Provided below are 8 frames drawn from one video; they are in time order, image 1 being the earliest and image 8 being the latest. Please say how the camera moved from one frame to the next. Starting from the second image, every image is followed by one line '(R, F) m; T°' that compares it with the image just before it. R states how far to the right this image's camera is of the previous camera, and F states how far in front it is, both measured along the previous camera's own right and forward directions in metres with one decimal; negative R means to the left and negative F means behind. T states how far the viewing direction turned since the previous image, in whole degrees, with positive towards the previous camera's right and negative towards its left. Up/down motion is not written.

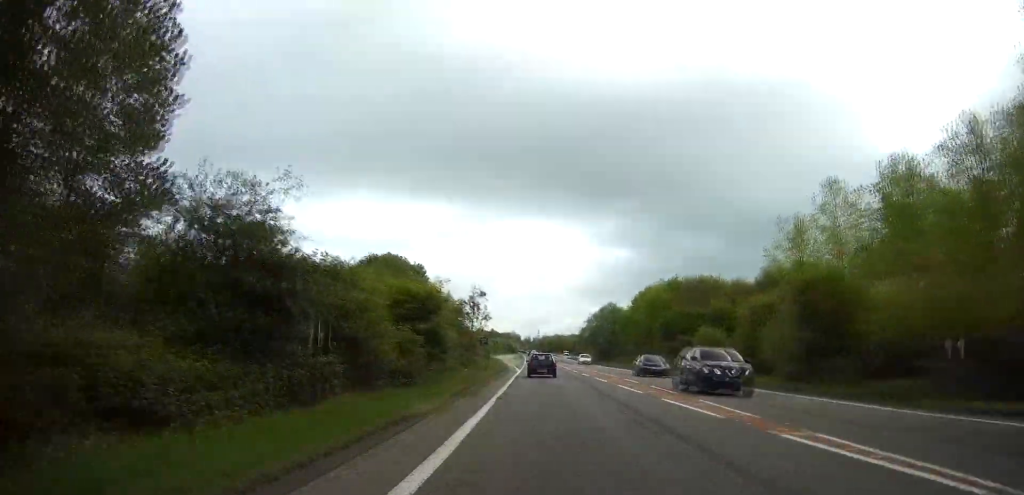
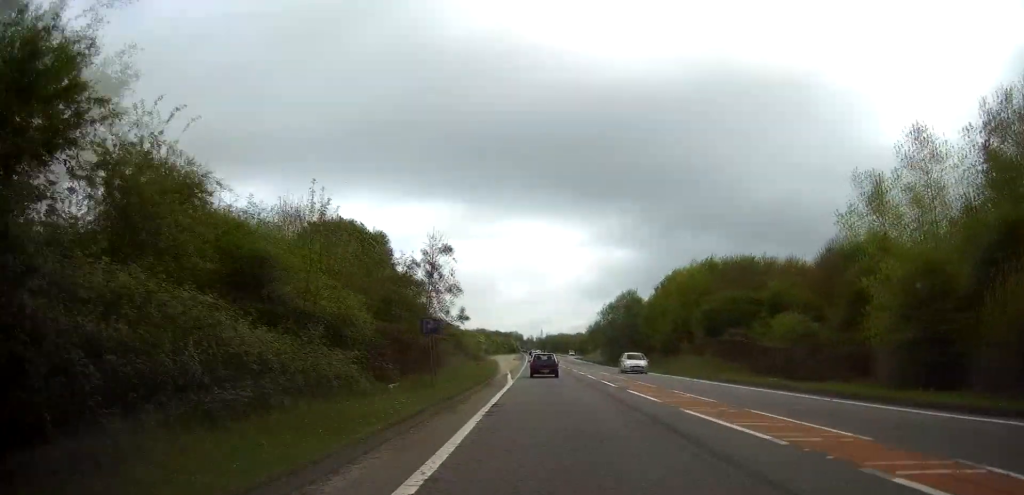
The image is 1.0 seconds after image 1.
(+0.1, +21.2) m; 0°
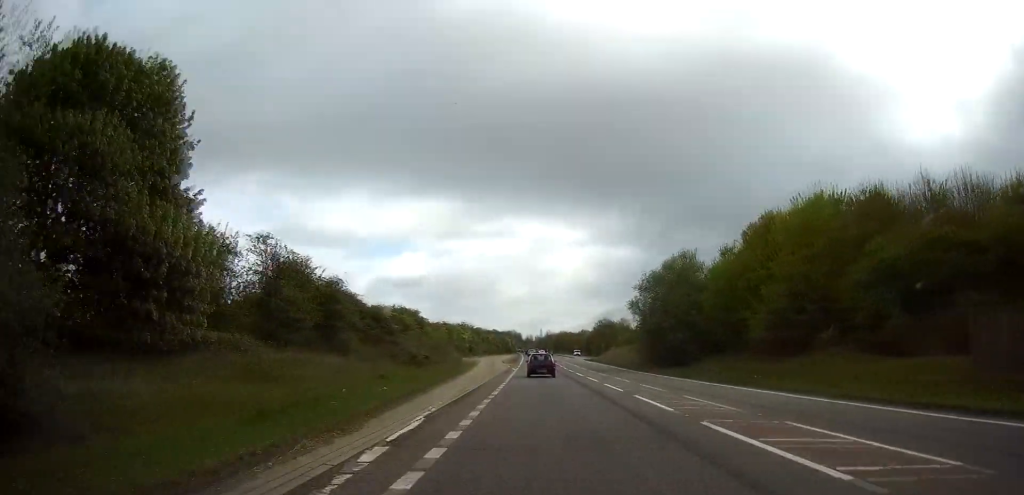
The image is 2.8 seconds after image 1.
(-0.1, +36.9) m; -1°
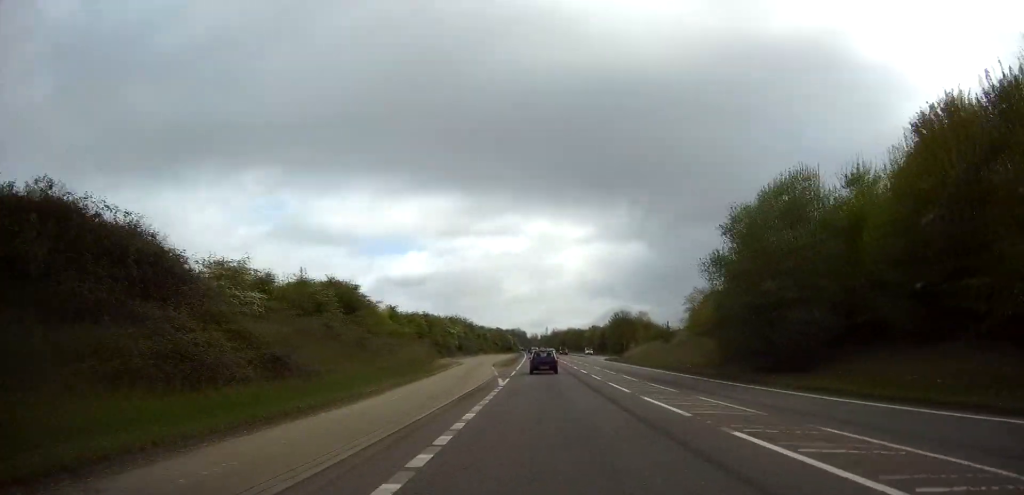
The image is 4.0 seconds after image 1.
(-0.2, +27.4) m; 0°
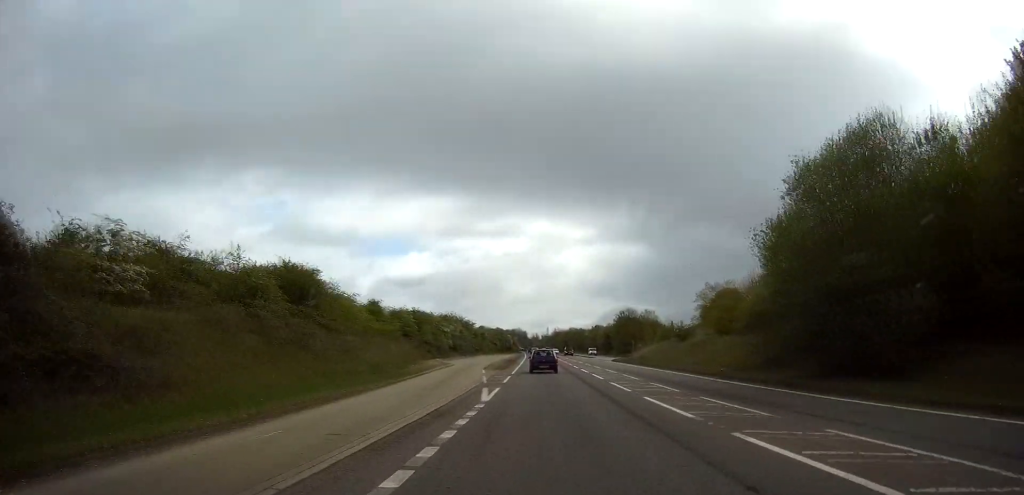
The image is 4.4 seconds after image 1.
(+0.1, +9.4) m; 0°
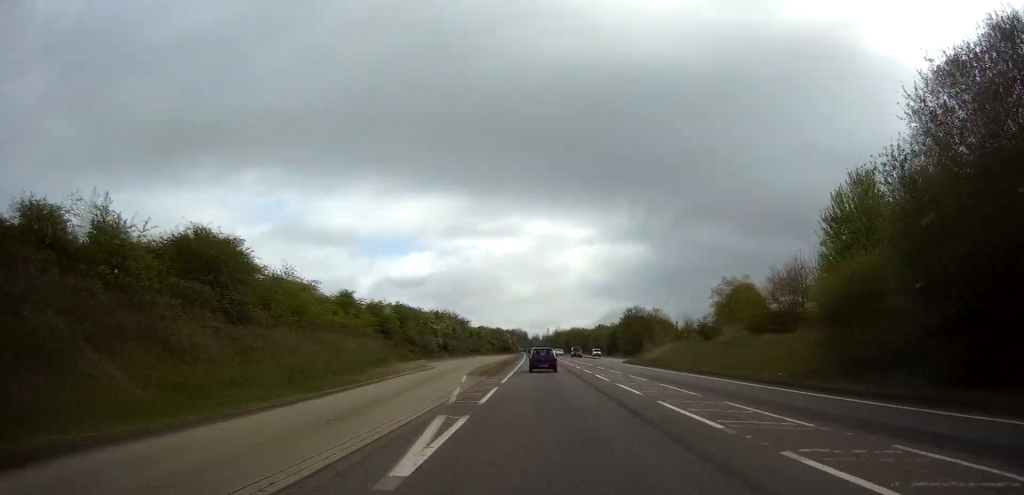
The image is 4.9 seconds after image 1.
(0.0, +11.3) m; 0°
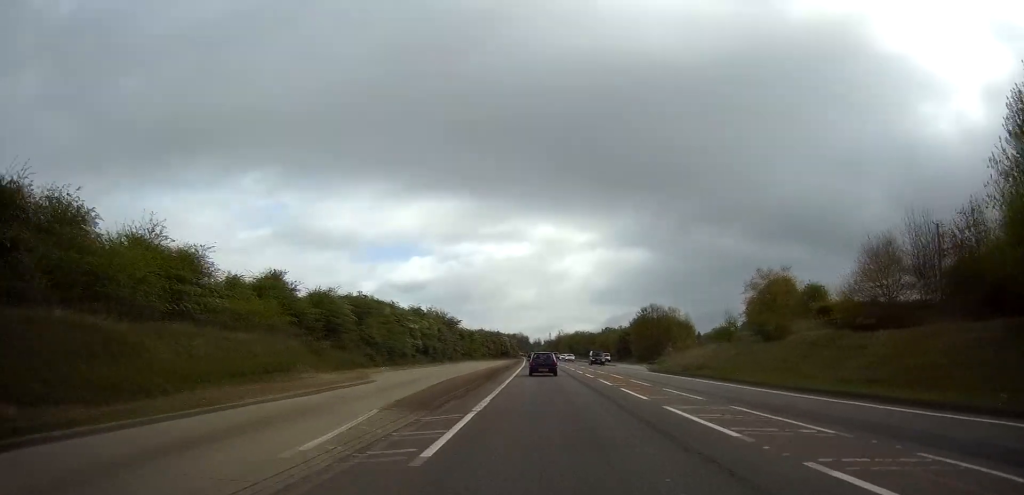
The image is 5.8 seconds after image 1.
(+0.1, +18.9) m; 0°
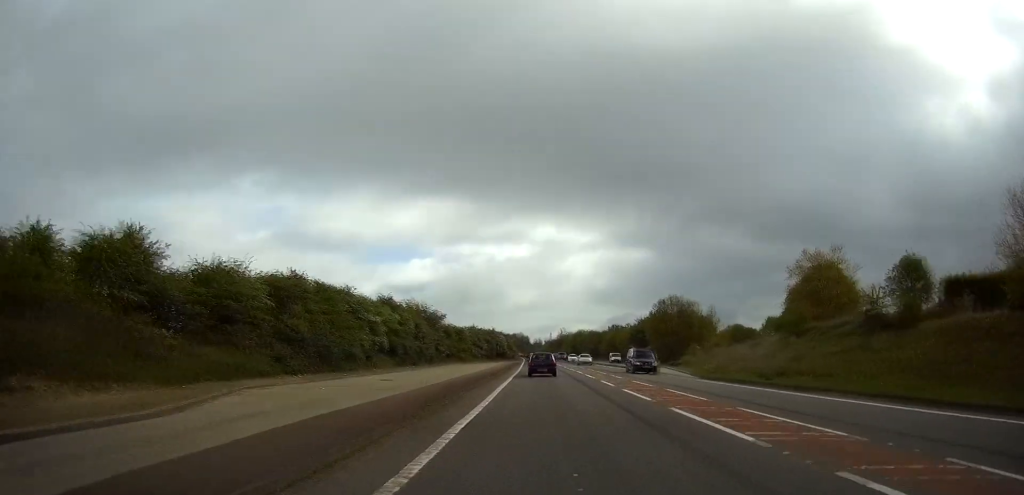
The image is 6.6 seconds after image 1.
(-0.1, +18.2) m; 0°
